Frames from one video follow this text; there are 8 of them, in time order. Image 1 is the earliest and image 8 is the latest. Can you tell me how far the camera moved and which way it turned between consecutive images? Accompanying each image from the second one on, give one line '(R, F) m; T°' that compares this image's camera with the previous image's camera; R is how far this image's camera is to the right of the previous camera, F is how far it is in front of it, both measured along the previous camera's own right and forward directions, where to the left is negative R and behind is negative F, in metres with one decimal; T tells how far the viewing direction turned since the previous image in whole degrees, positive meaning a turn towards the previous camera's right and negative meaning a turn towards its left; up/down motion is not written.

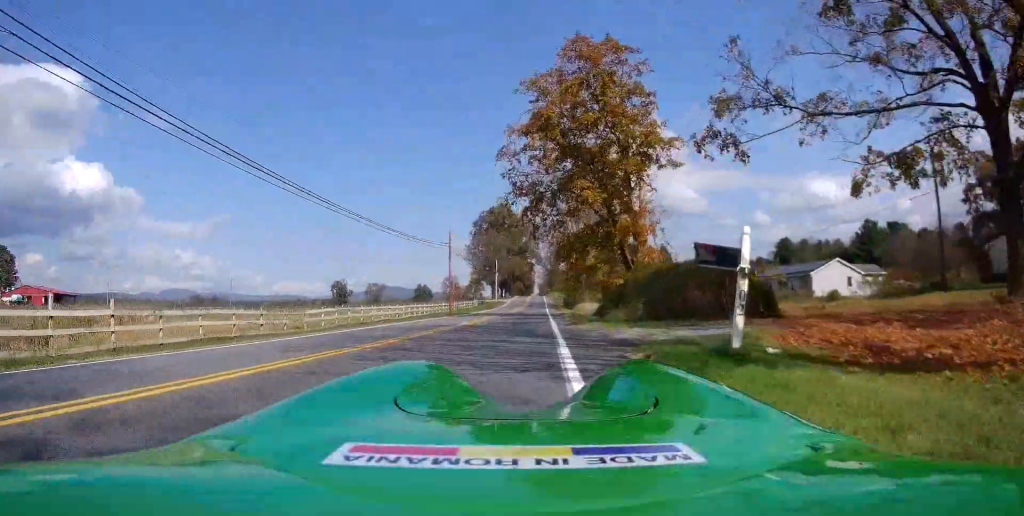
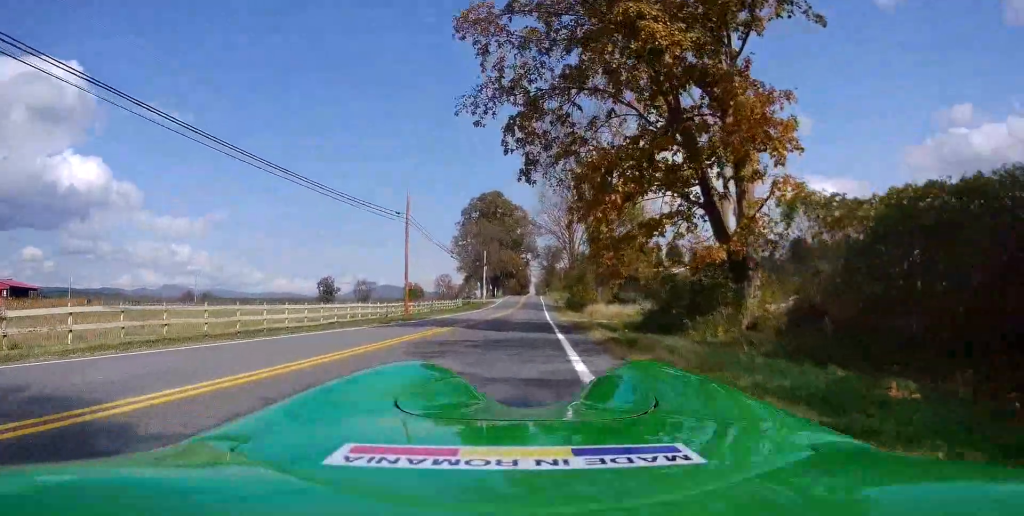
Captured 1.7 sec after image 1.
(+0.6, +20.0) m; +5°
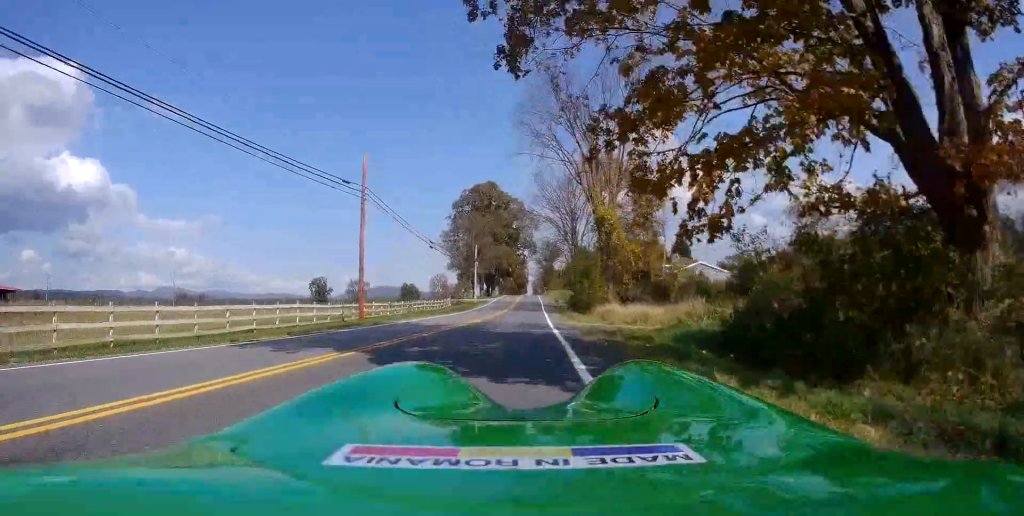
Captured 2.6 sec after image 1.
(+0.2, +10.6) m; 0°
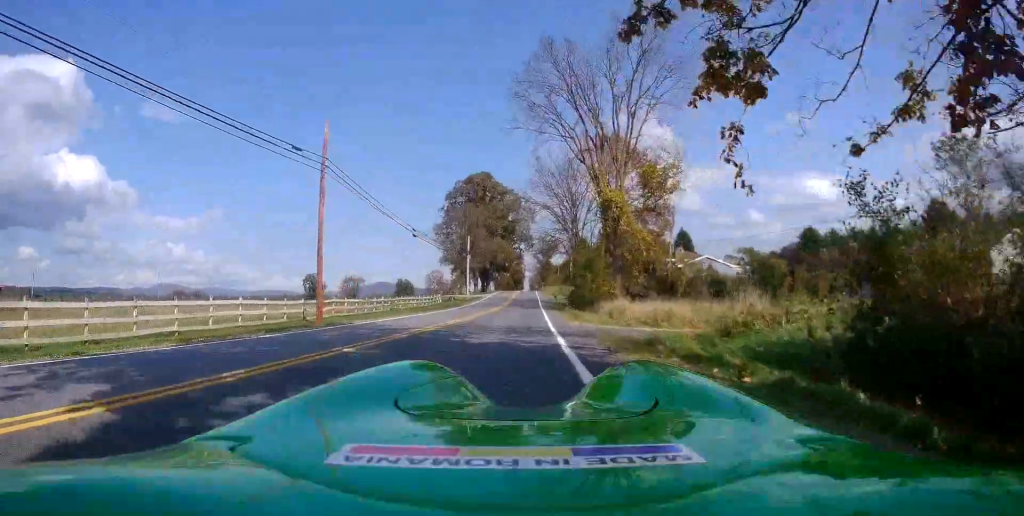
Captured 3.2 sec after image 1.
(0.0, +6.2) m; -1°
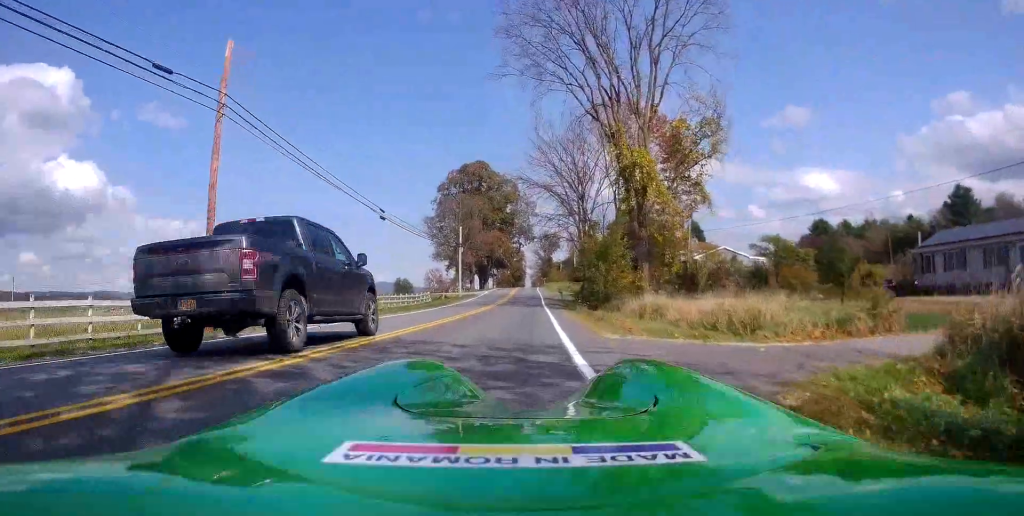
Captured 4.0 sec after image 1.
(-0.2, +10.2) m; -2°
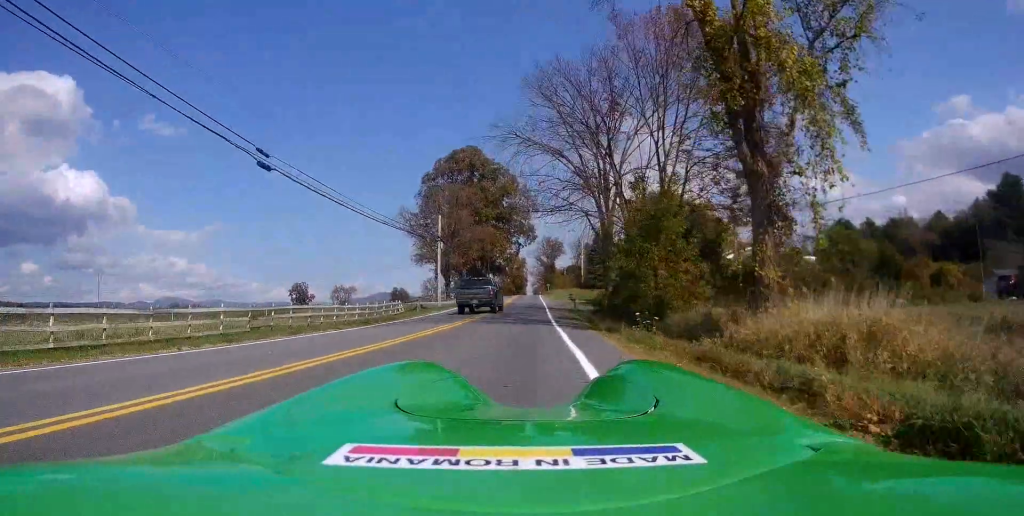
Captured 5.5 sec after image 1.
(-0.3, +17.1) m; 0°
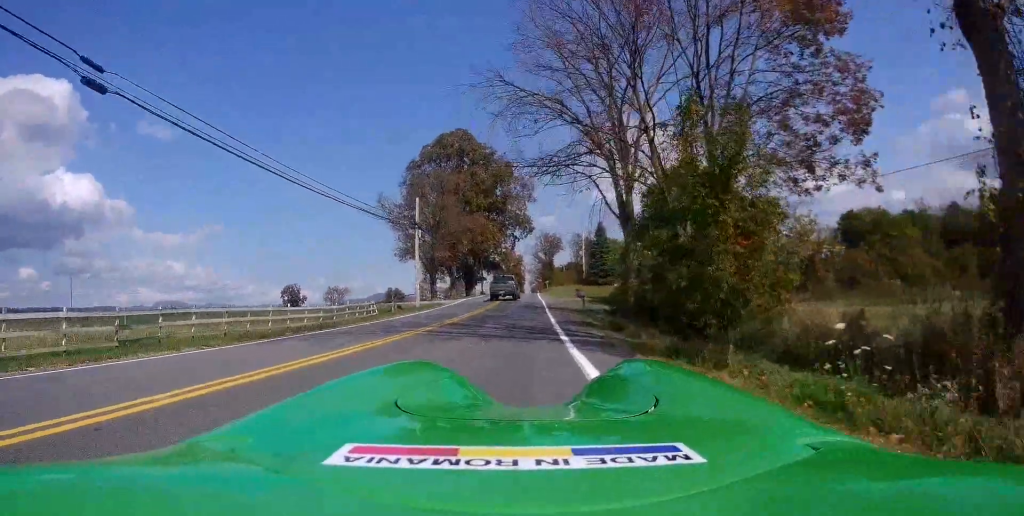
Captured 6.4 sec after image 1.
(+0.1, +9.2) m; +1°
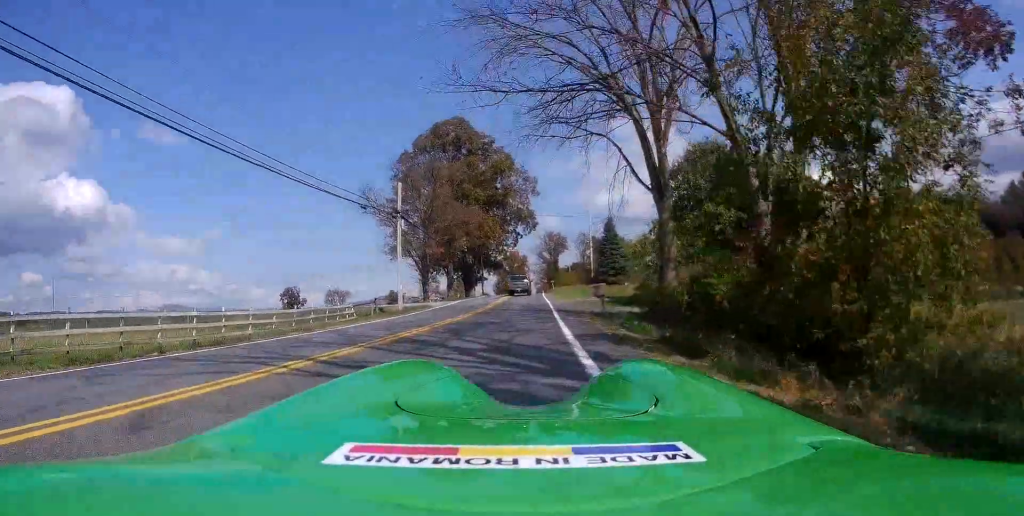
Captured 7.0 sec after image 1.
(+0.2, +7.4) m; 0°
